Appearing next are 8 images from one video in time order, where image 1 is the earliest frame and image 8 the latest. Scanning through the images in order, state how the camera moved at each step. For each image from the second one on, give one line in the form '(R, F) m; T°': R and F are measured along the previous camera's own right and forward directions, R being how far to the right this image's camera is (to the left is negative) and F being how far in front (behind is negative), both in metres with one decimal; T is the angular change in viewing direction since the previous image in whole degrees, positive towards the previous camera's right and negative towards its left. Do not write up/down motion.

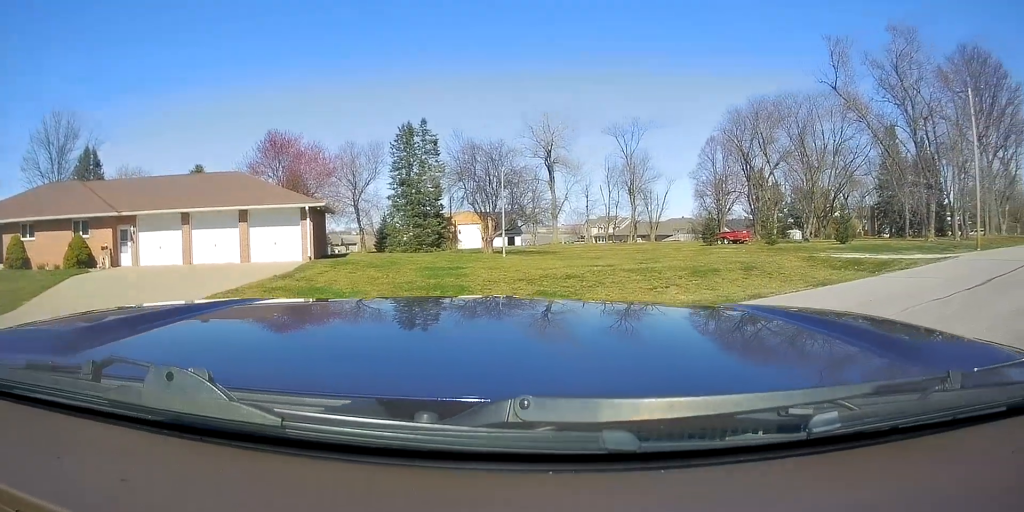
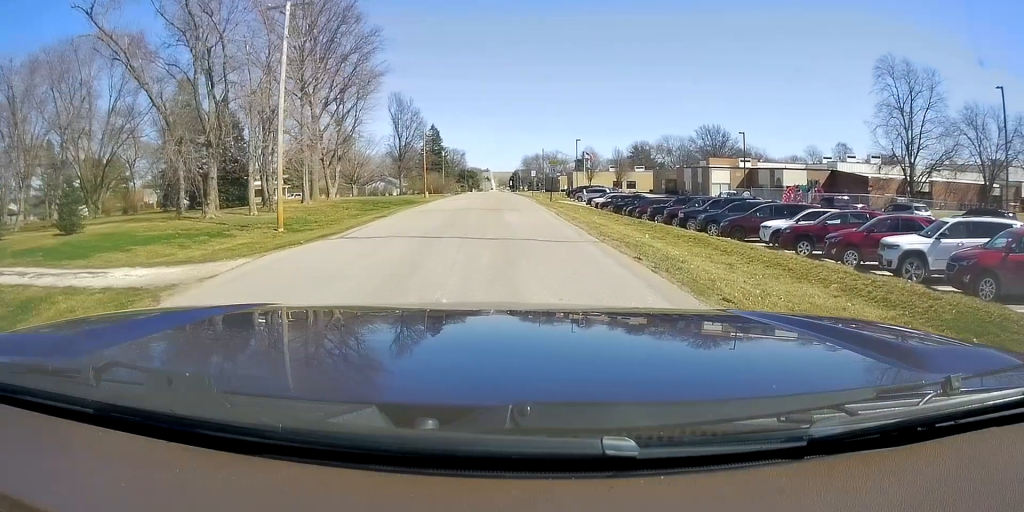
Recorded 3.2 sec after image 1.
(+8.0, +10.2) m; +58°
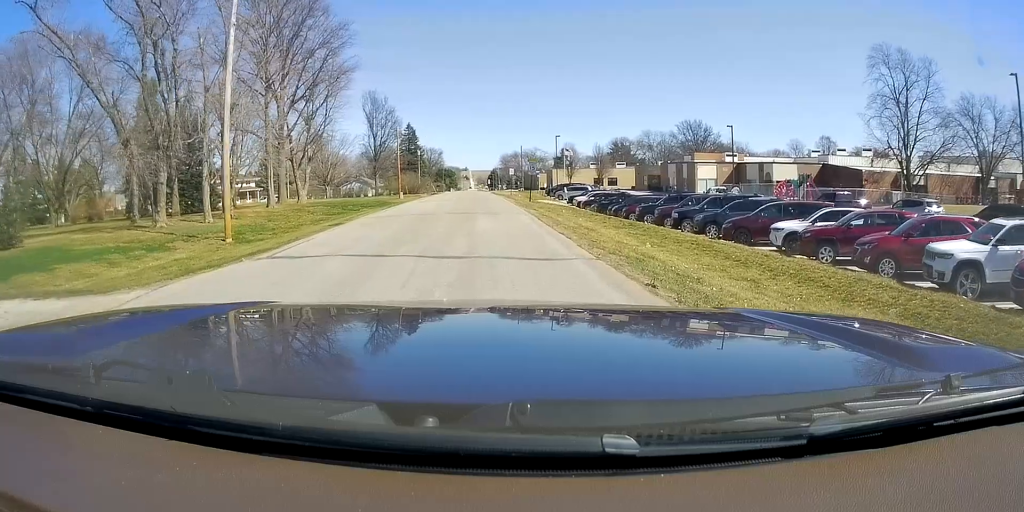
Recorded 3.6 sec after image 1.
(+0.2, +2.7) m; +3°
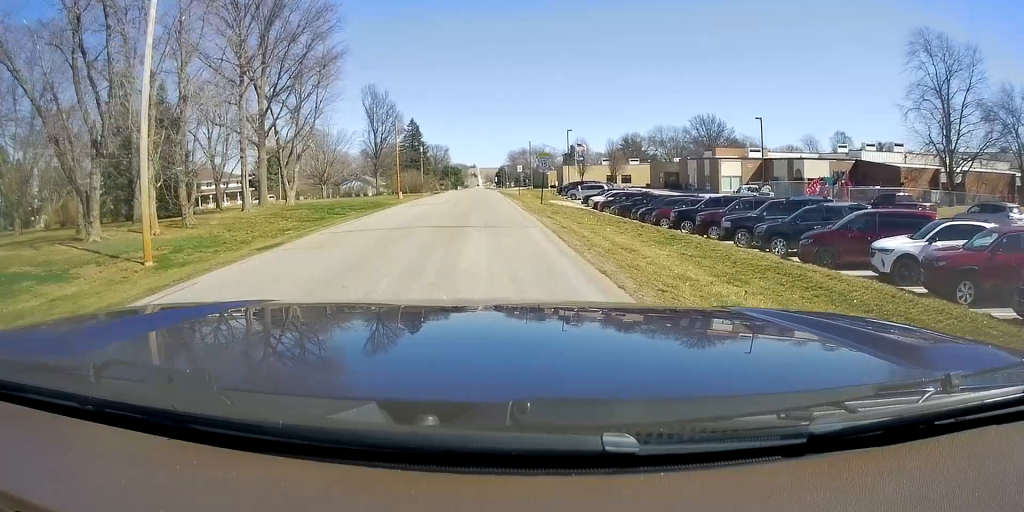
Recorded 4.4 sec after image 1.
(0.0, +6.2) m; -2°
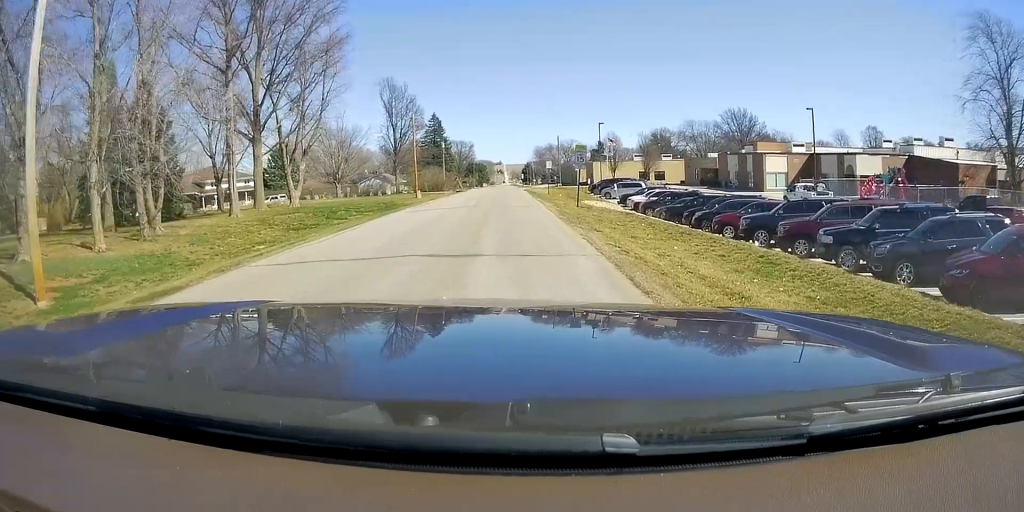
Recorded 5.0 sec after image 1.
(-0.1, +6.0) m; -3°
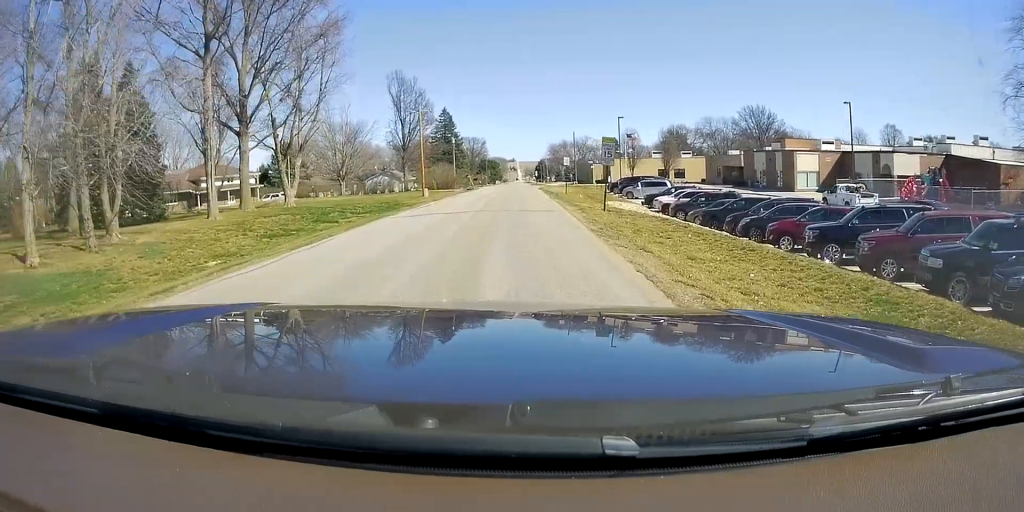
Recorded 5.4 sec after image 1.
(-0.2, +4.8) m; -2°
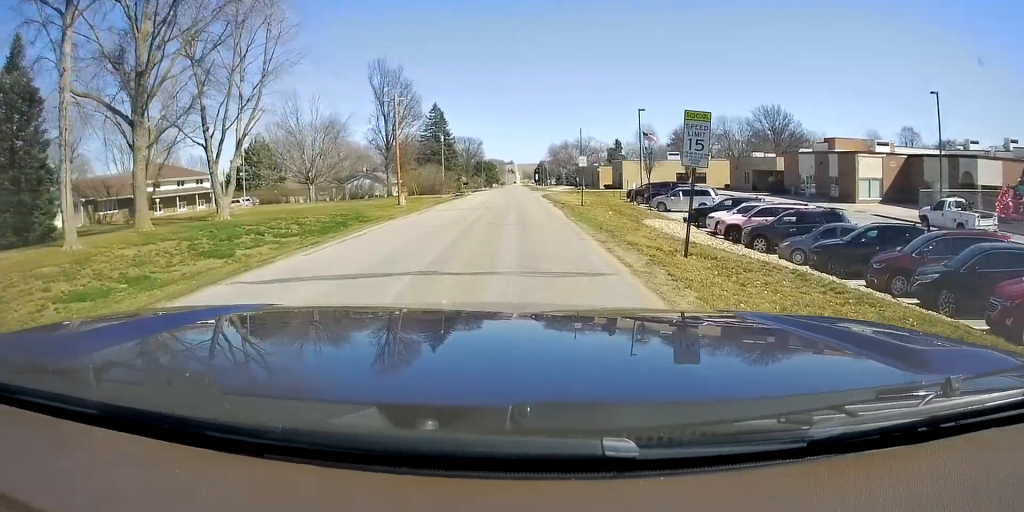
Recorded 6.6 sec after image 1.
(-0.2, +12.9) m; -1°
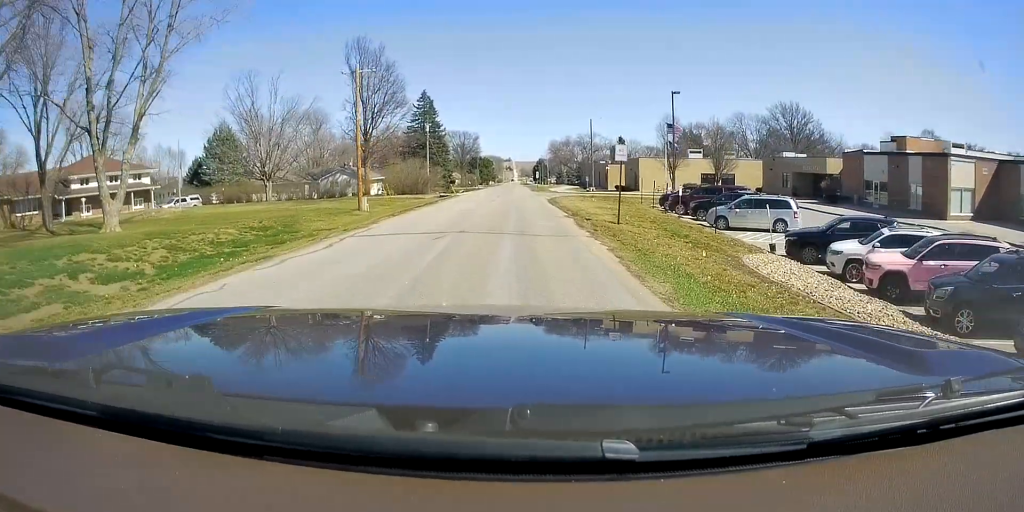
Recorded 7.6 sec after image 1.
(0.0, +13.3) m; 0°
